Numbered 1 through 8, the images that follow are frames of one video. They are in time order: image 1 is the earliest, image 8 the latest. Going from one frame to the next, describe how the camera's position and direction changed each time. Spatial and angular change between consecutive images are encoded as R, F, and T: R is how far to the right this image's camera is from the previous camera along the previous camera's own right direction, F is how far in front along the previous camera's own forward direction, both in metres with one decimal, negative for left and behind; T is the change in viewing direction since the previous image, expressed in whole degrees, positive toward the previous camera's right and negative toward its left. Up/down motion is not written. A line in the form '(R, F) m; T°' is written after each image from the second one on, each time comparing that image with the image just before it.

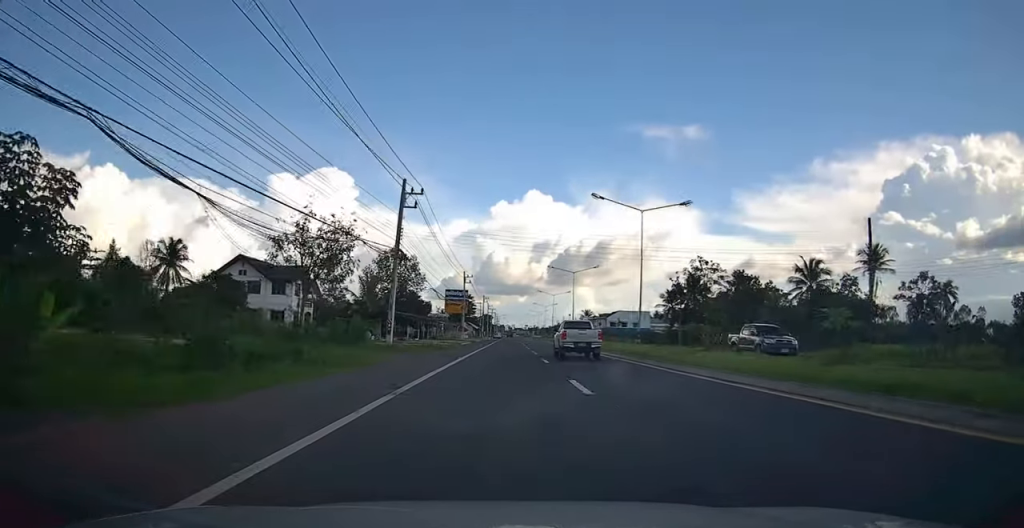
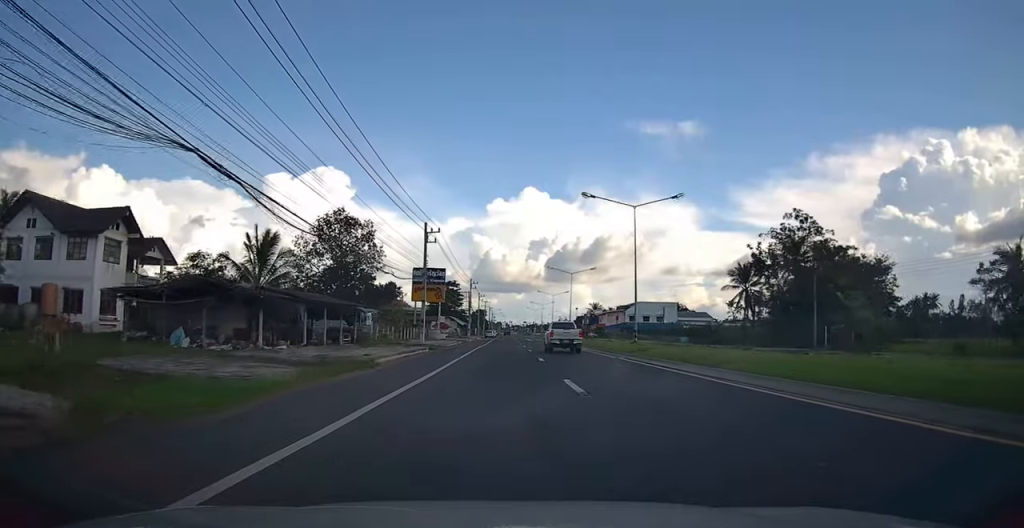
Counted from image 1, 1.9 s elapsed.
(-0.1, +35.8) m; -1°
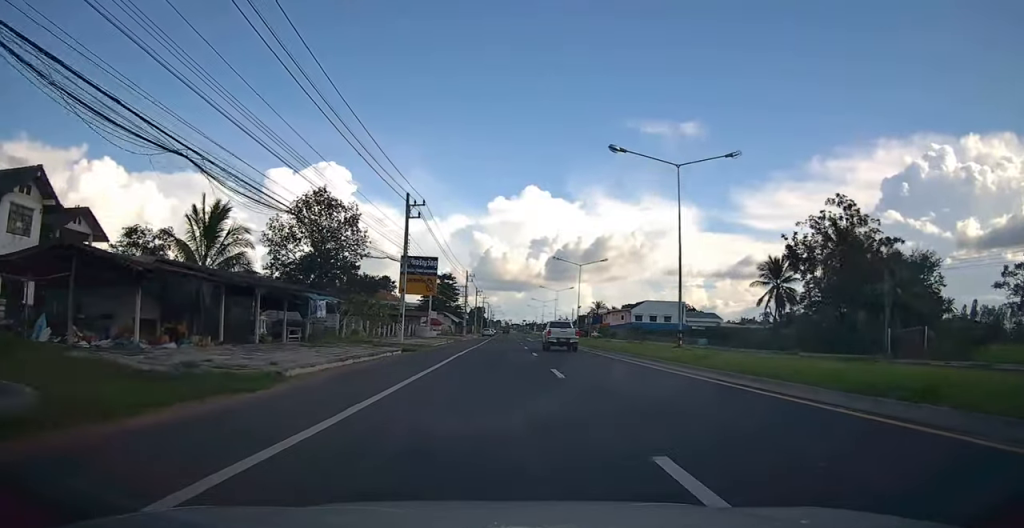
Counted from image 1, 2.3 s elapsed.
(+0.2, +9.0) m; -1°
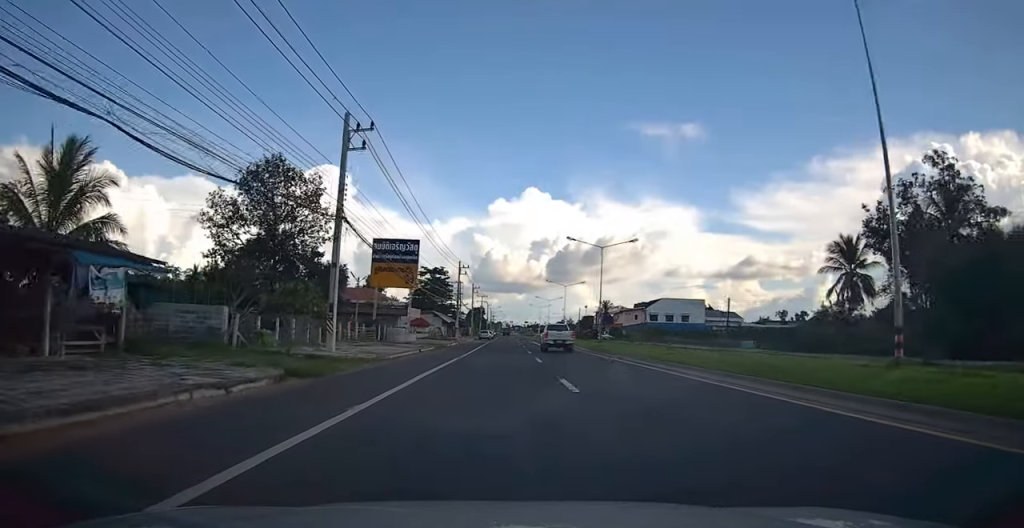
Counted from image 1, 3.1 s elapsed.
(-0.6, +15.1) m; 0°
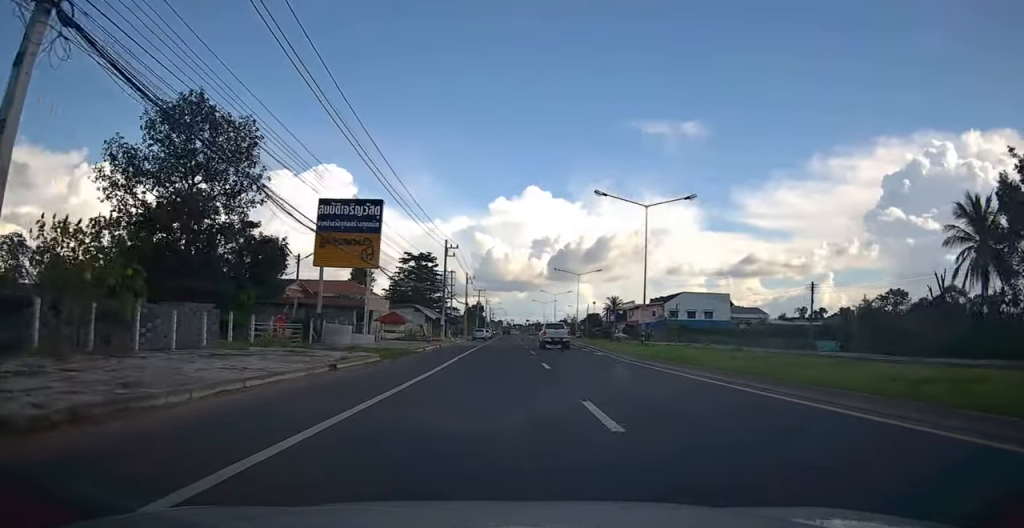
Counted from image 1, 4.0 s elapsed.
(+0.3, +16.5) m; +1°
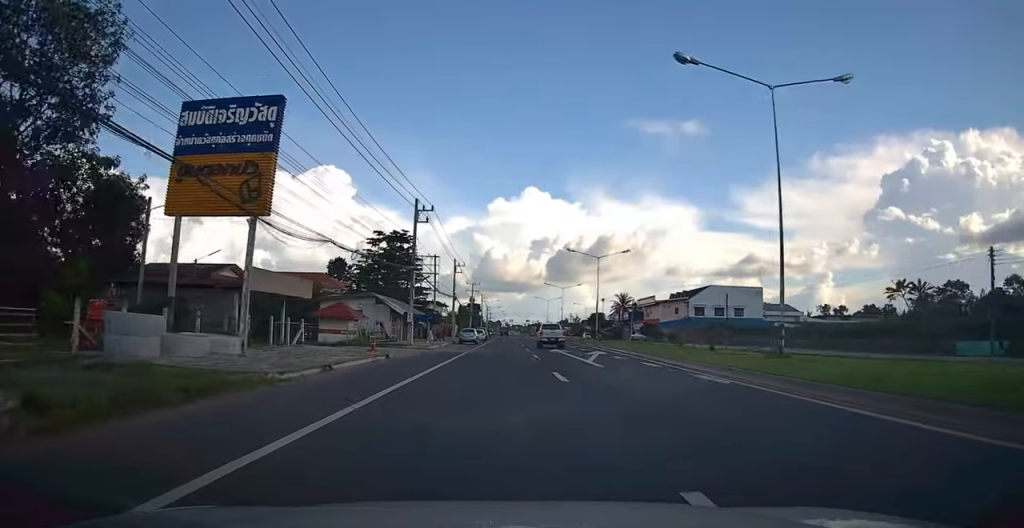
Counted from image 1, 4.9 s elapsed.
(+0.2, +18.0) m; +1°
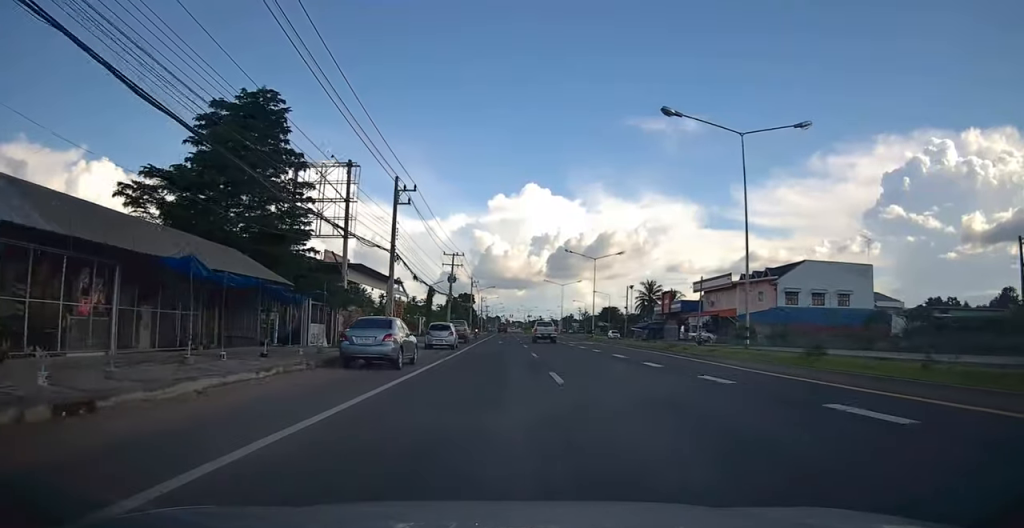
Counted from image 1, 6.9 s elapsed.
(-0.2, +36.9) m; -1°
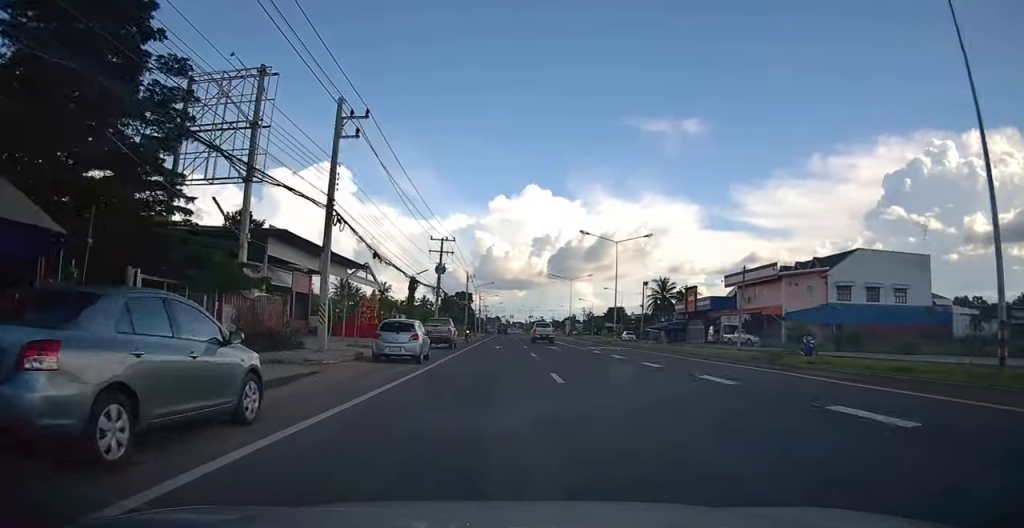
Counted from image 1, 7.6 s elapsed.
(0.0, +12.5) m; 0°
